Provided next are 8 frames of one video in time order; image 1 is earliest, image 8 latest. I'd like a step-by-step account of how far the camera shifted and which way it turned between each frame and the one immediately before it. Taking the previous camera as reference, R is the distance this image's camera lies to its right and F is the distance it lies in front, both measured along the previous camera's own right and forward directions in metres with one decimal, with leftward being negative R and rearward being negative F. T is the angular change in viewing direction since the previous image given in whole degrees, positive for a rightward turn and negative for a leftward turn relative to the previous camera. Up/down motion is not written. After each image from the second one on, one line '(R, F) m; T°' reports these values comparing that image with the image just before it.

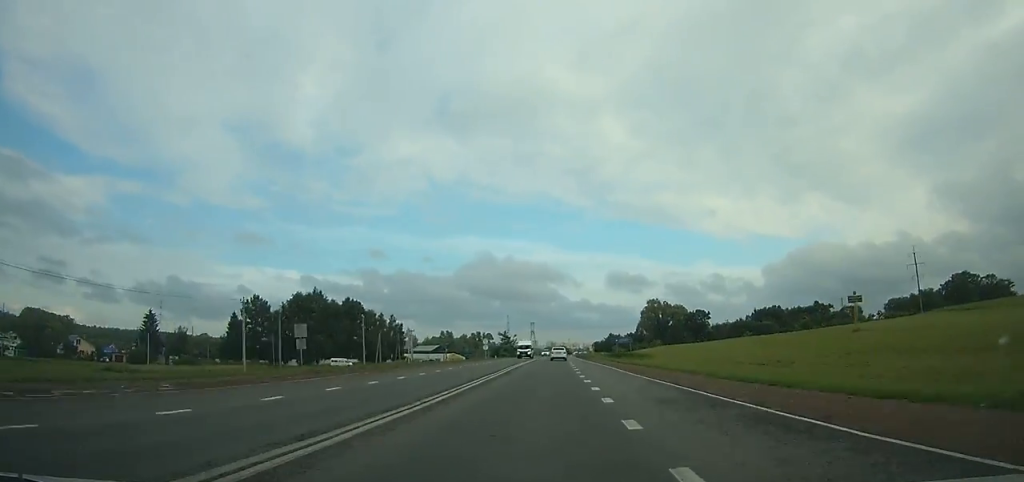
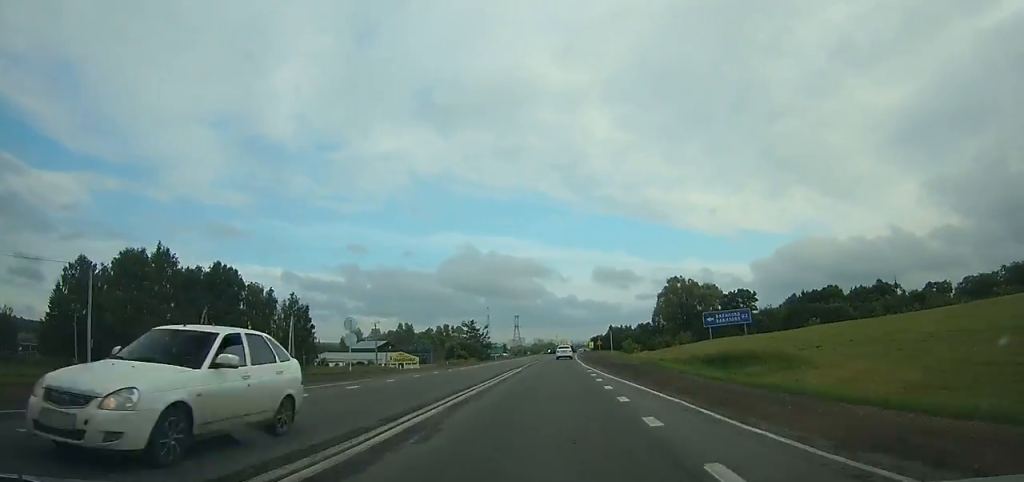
(+0.7, +67.9) m; +2°
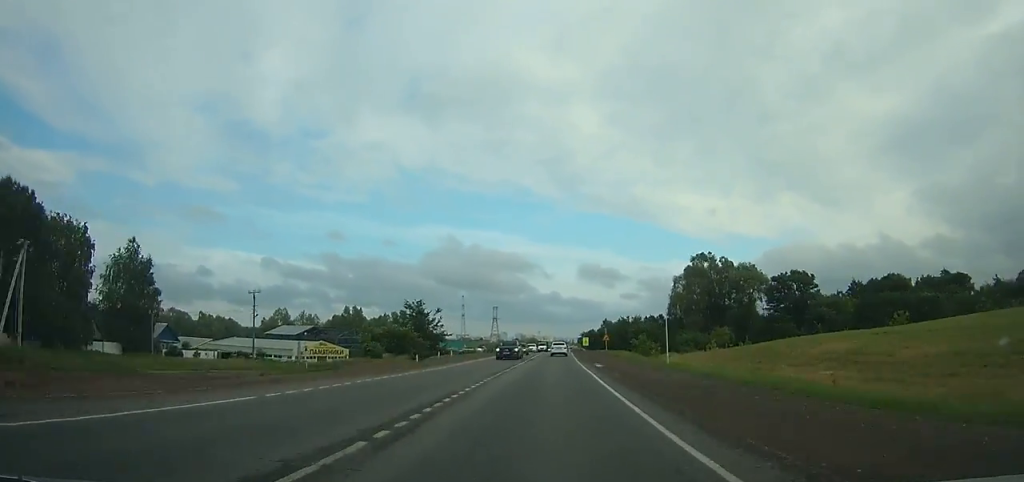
(+0.8, +48.5) m; +1°
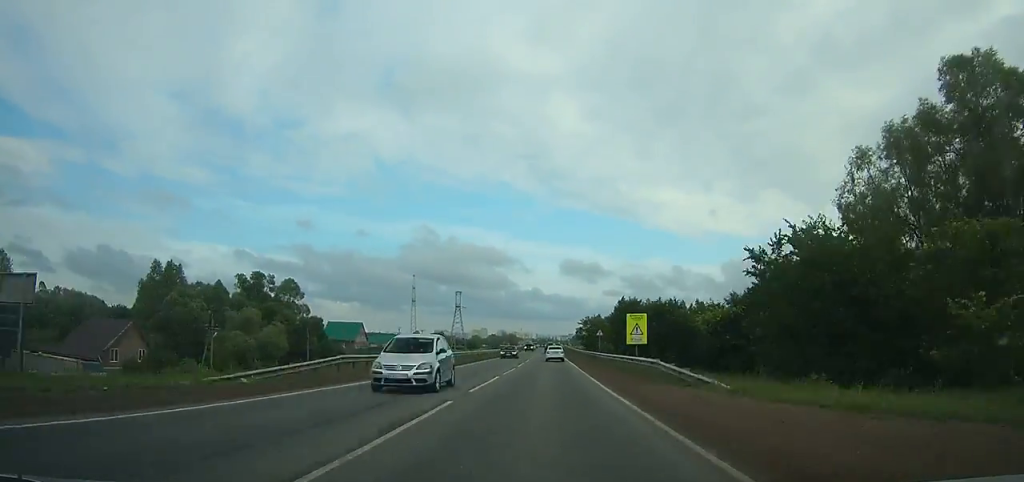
(+2.0, +98.7) m; +2°
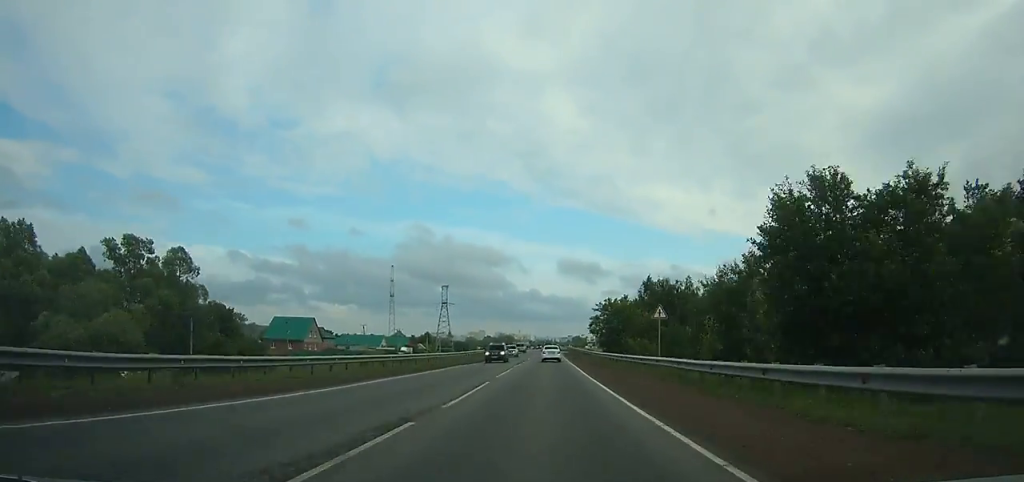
(+0.1, +37.8) m; 0°
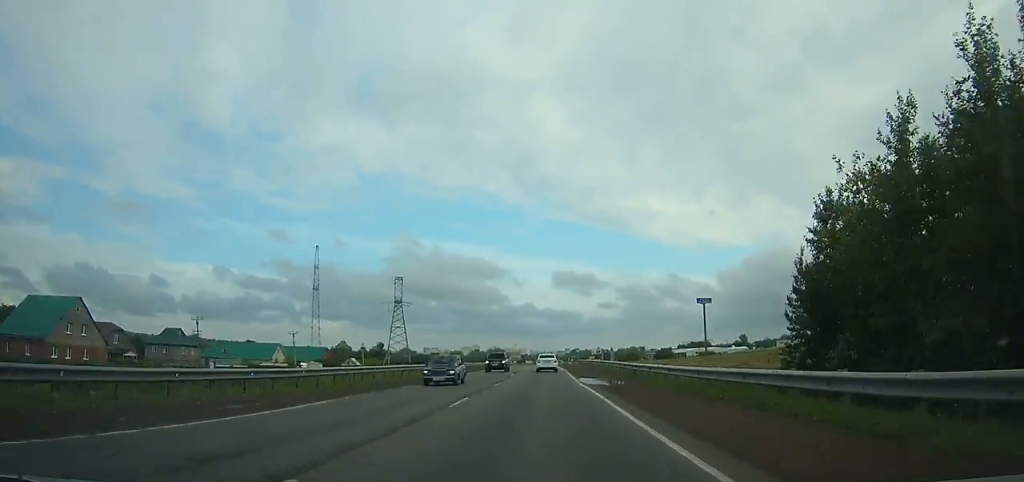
(0.0, +81.4) m; 0°
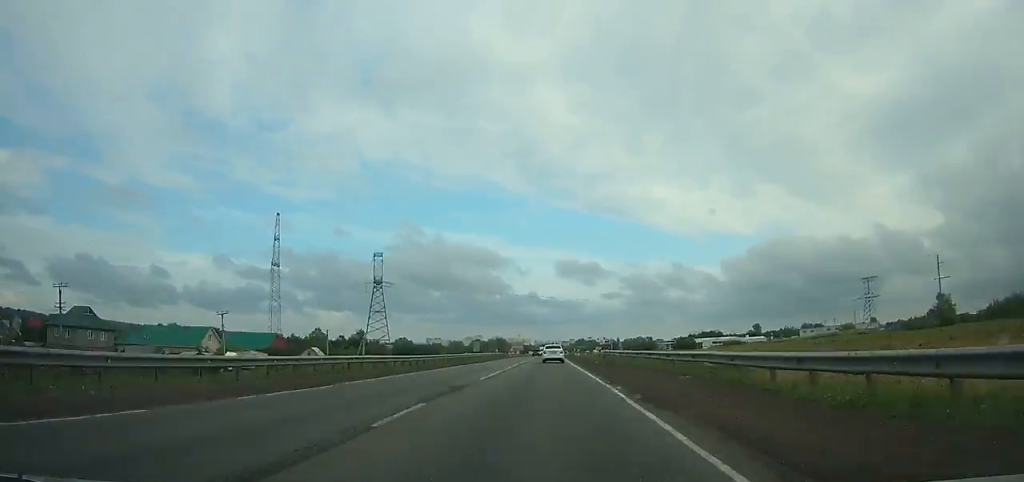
(0.0, +31.8) m; 0°
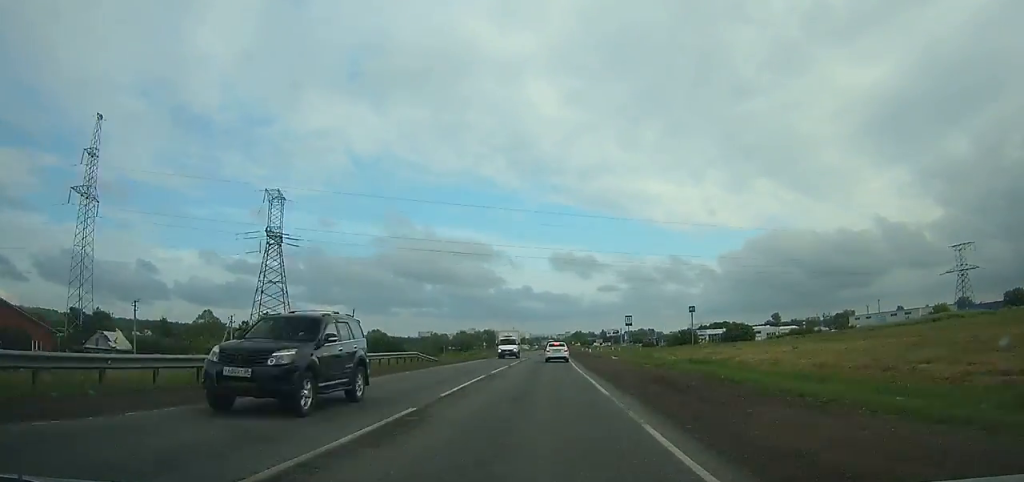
(-0.1, +66.0) m; 0°
